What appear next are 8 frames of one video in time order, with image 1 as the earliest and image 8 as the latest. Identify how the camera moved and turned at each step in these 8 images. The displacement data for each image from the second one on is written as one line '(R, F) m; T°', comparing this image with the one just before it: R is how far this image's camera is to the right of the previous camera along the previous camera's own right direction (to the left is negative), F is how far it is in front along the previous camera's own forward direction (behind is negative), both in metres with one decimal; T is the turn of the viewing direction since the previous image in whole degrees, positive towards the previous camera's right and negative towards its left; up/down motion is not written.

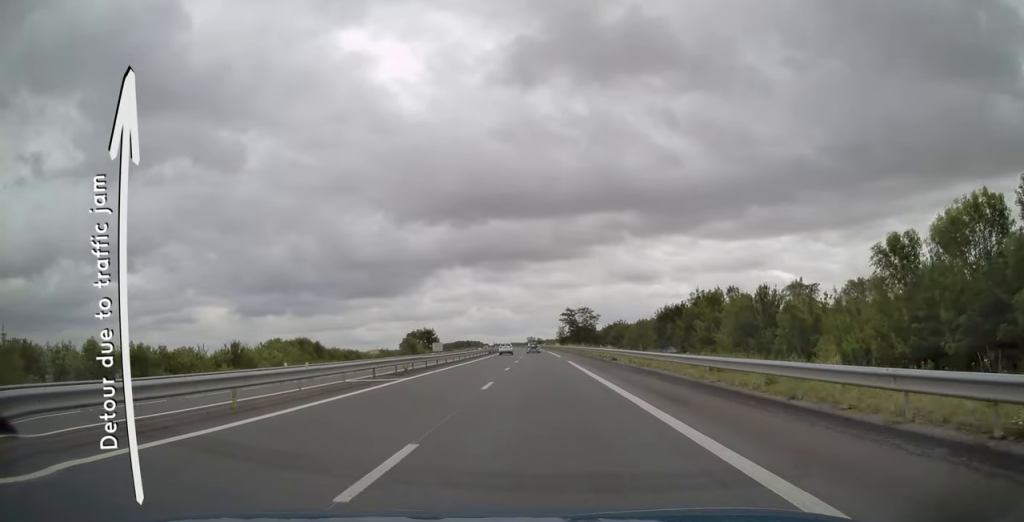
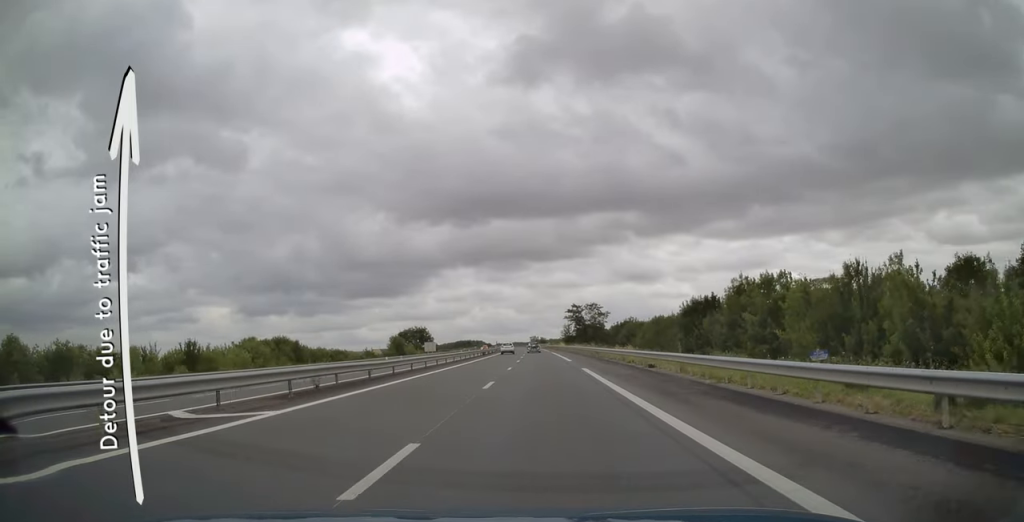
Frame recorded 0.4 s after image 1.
(0.0, +12.9) m; 0°
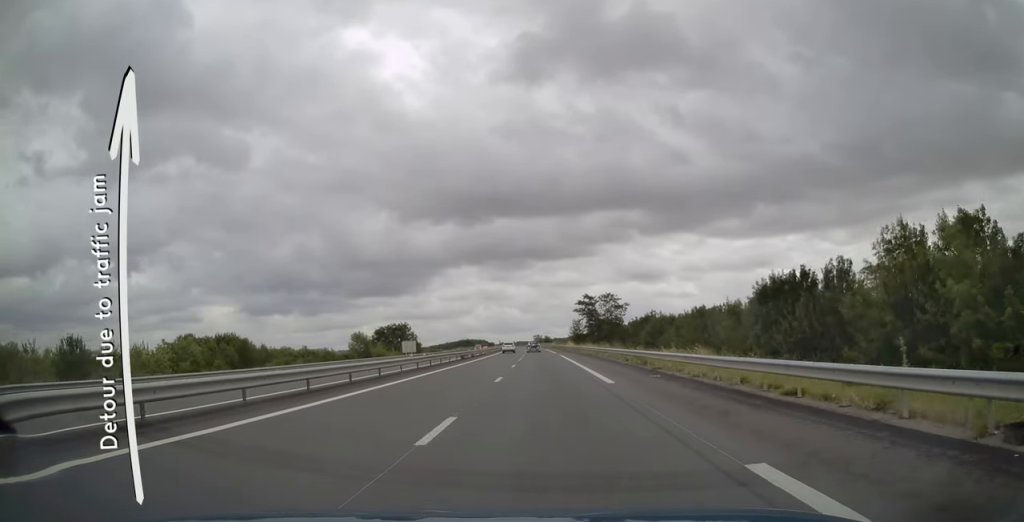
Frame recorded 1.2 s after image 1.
(-0.1, +23.0) m; 0°
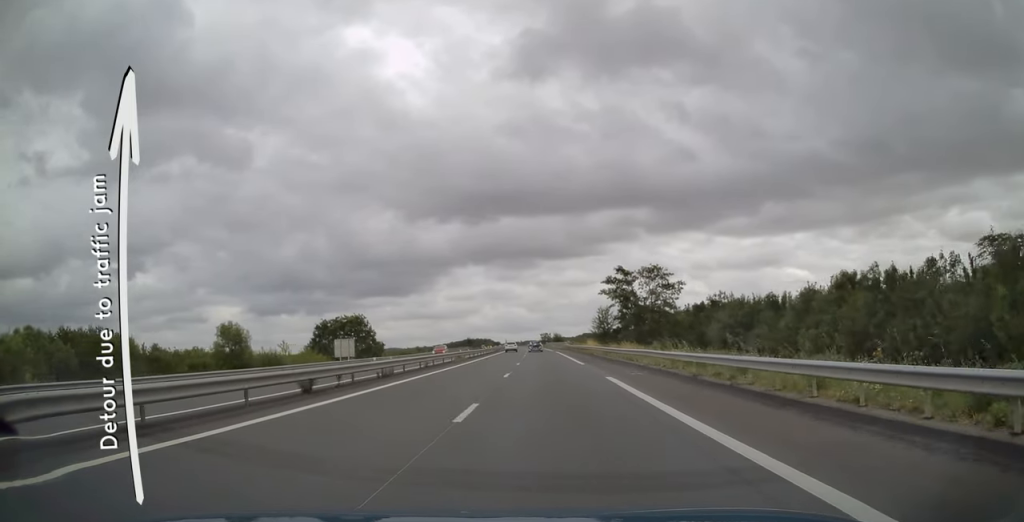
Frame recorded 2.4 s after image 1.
(0.0, +36.6) m; 0°
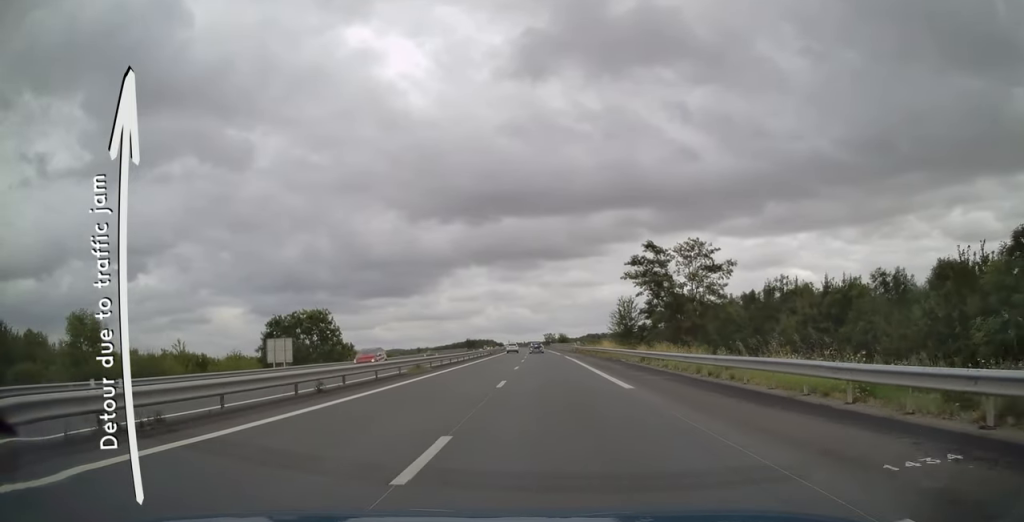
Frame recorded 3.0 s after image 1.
(0.0, +17.5) m; 0°
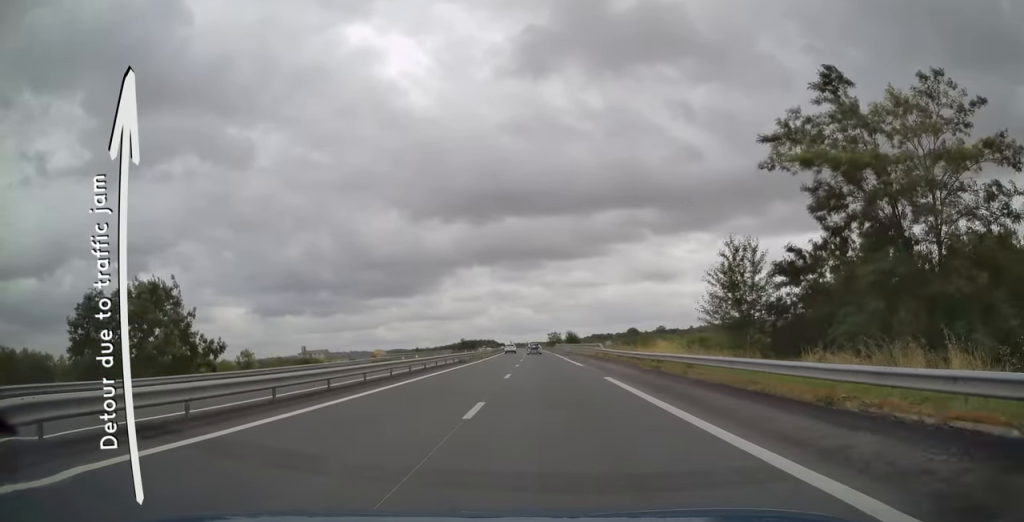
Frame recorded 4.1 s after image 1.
(-0.5, +33.7) m; -1°
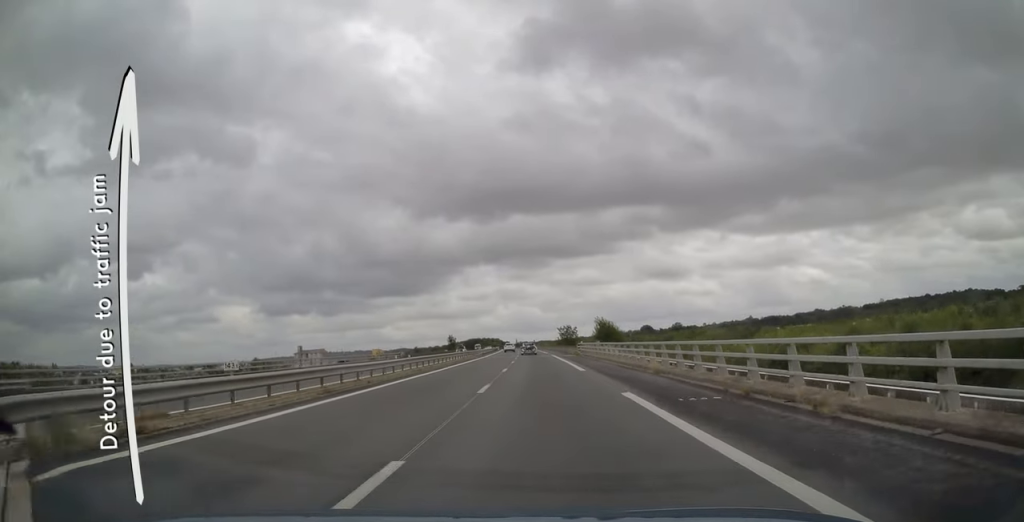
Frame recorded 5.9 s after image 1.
(+0.2, +58.3) m; 0°
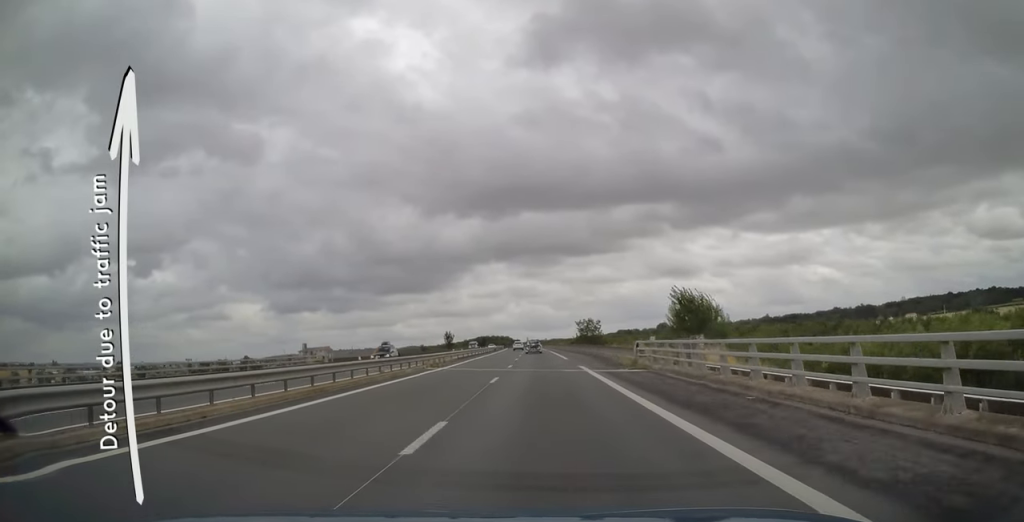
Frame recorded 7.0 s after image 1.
(-0.5, +35.2) m; -1°
